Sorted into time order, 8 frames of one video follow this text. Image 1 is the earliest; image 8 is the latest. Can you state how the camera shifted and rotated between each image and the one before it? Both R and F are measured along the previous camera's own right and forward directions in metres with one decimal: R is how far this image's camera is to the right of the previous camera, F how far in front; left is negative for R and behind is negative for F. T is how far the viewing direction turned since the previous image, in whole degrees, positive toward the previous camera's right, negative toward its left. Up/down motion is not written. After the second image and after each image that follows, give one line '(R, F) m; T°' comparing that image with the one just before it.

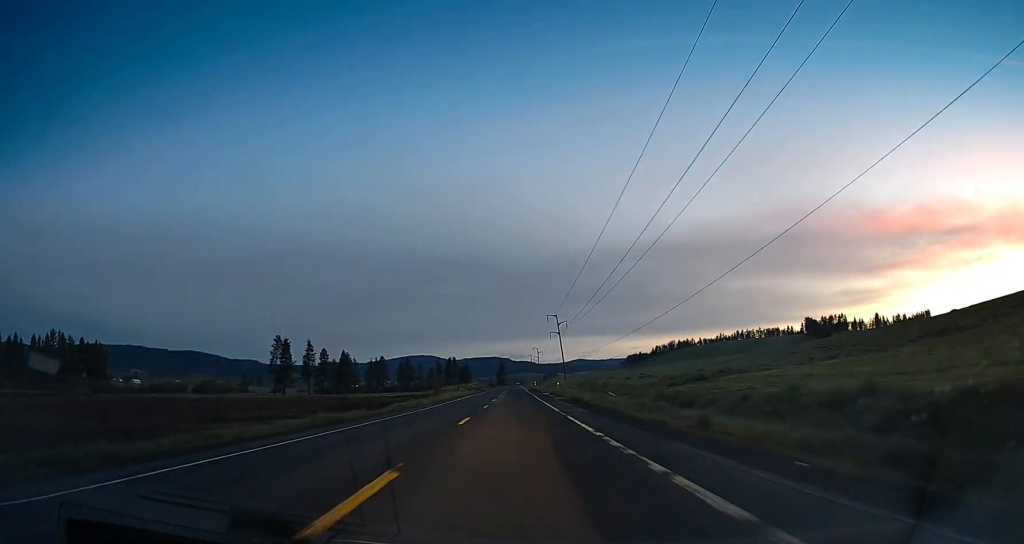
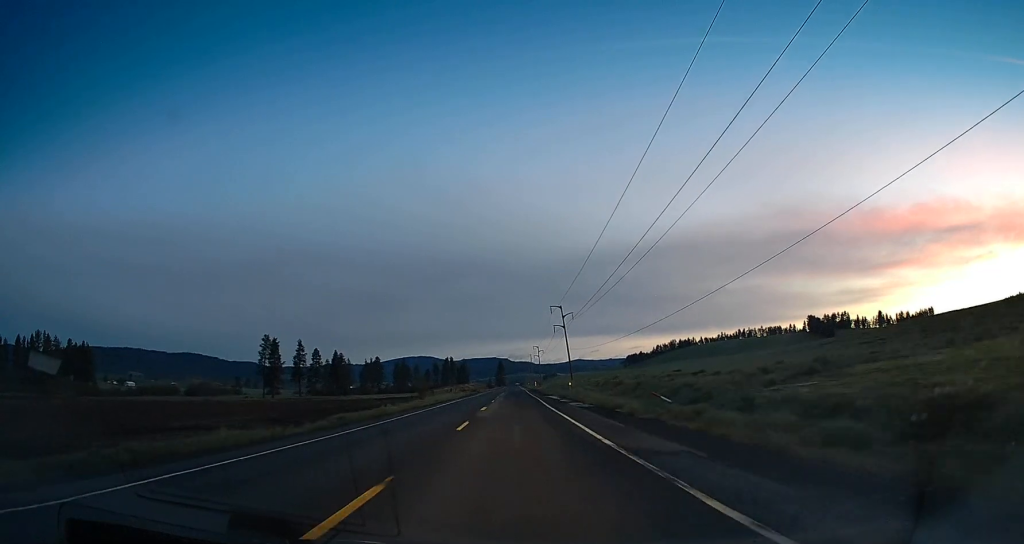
(0.0, +16.0) m; 0°
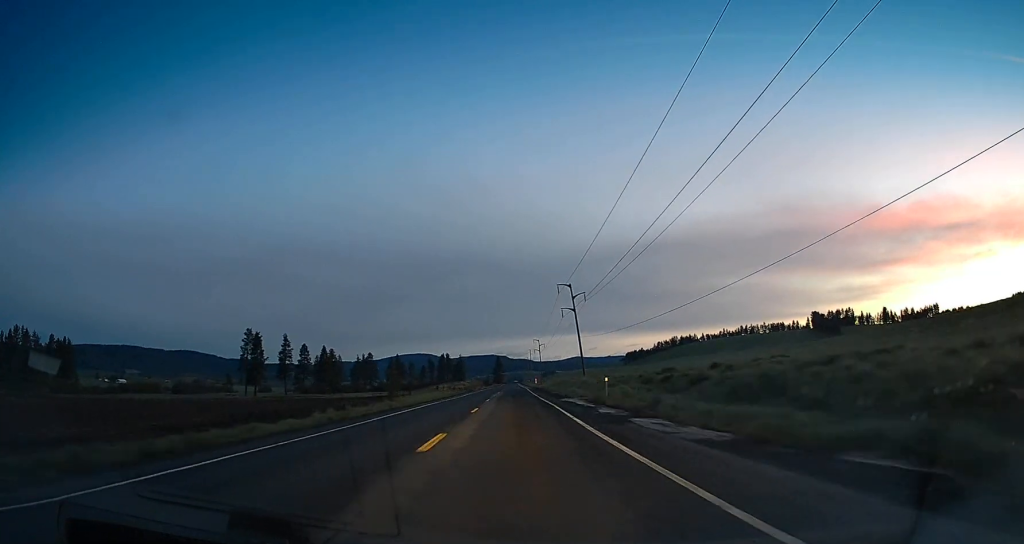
(-0.4, +22.3) m; -1°
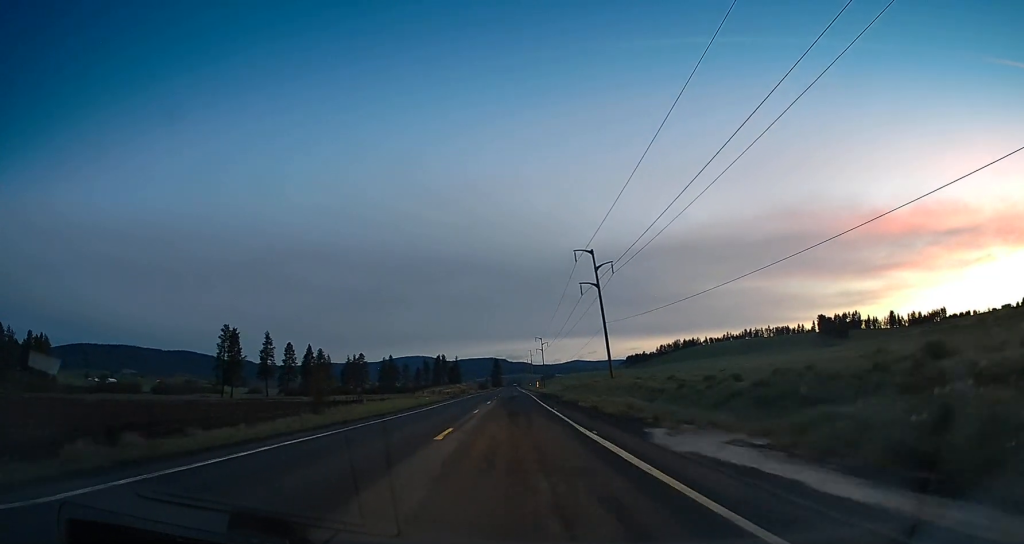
(0.0, +26.8) m; 0°
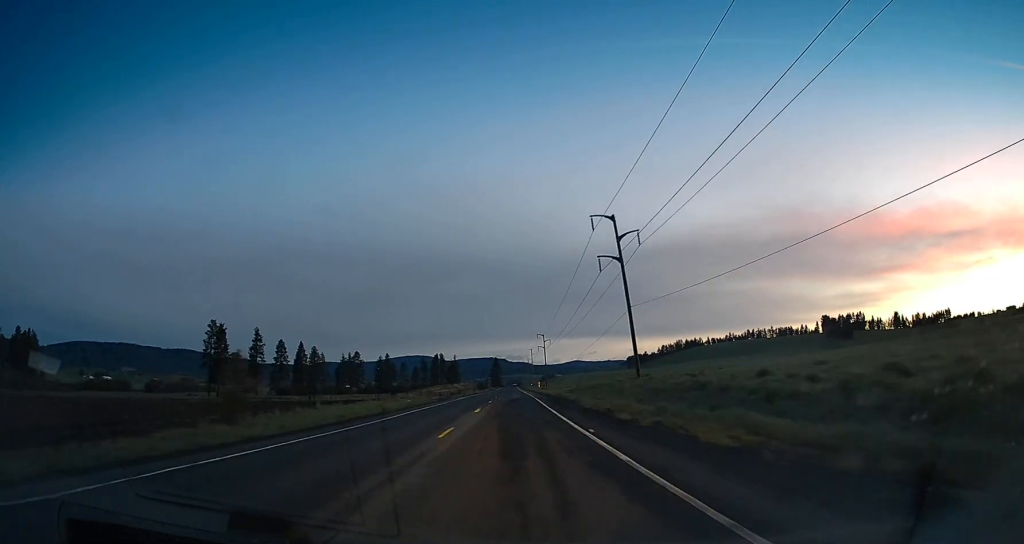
(0.0, +14.3) m; +1°
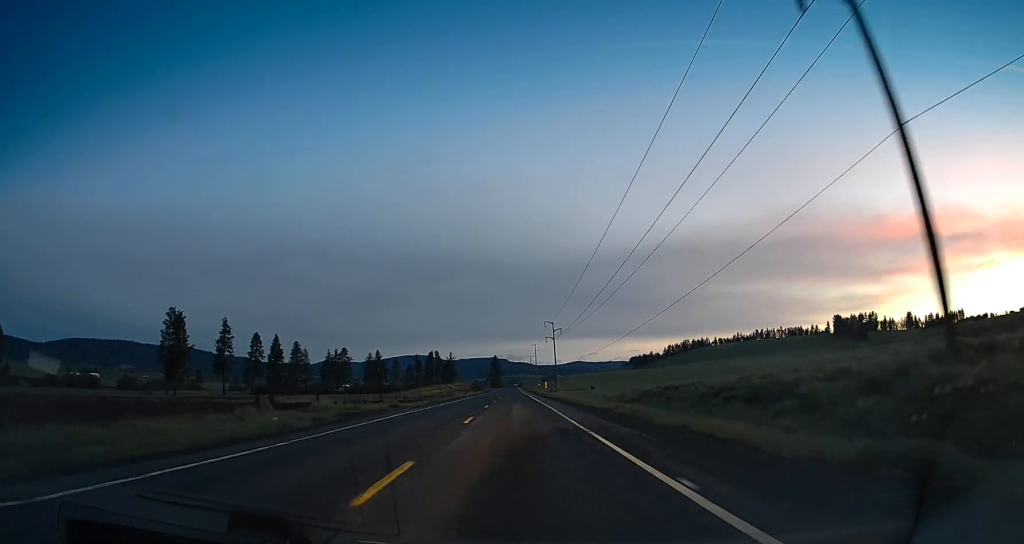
(+0.5, +39.2) m; 0°
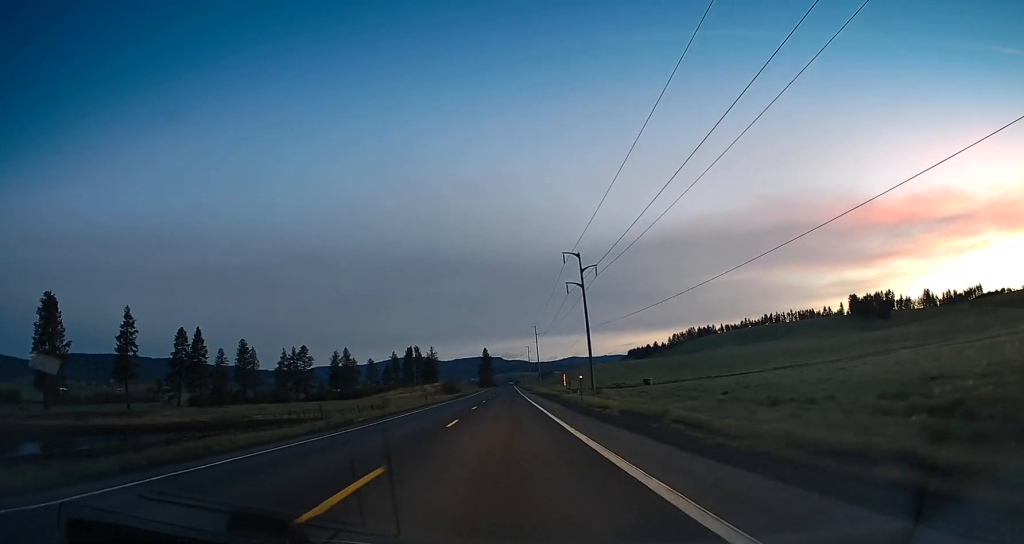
(-0.4, +75.5) m; -1°
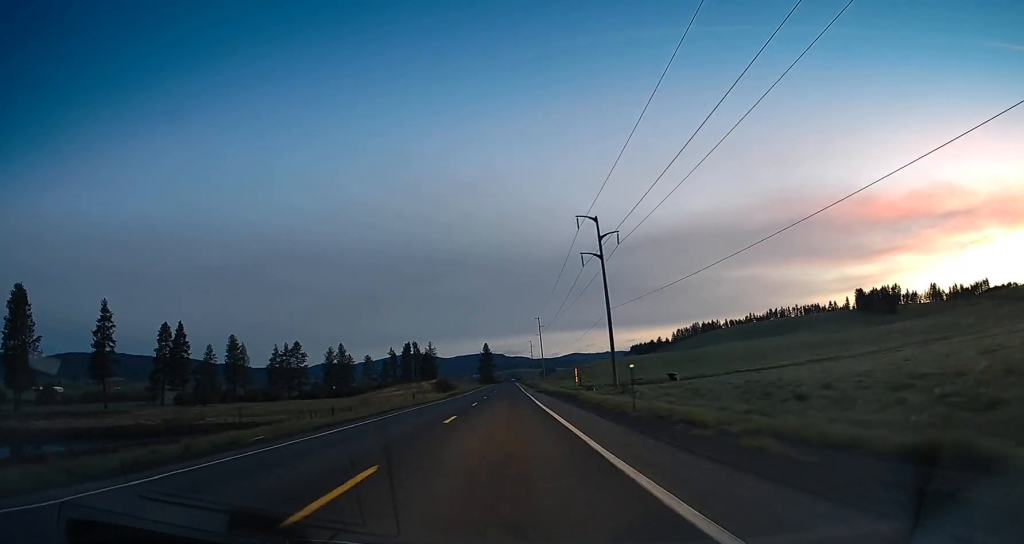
(-0.4, +15.1) m; 0°
